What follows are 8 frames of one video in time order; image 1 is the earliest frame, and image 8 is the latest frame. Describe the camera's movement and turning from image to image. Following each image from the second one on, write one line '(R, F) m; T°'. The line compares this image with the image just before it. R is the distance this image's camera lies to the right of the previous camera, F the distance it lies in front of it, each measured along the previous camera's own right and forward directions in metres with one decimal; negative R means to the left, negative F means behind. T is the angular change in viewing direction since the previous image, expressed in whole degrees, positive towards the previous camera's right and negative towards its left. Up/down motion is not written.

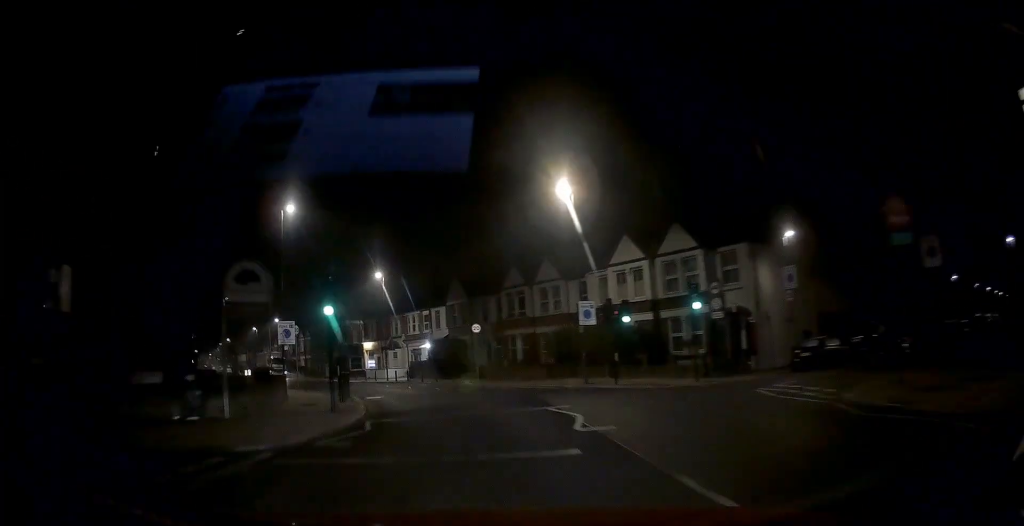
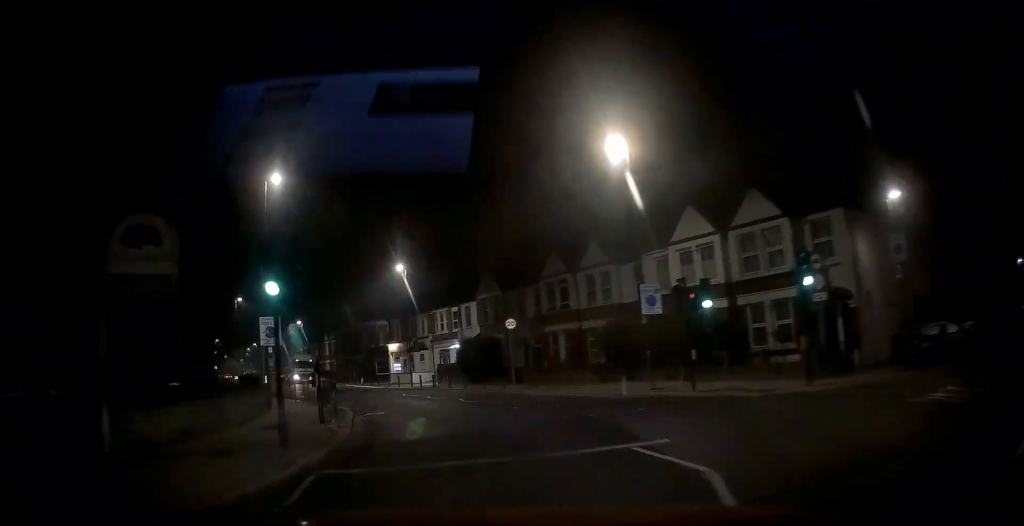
(0.0, +5.5) m; -2°
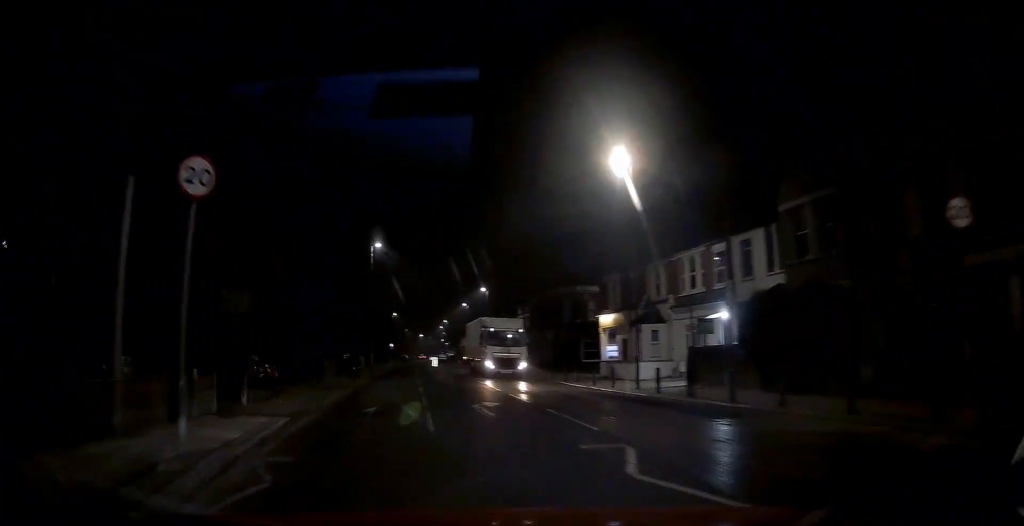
(-2.2, +21.3) m; -15°
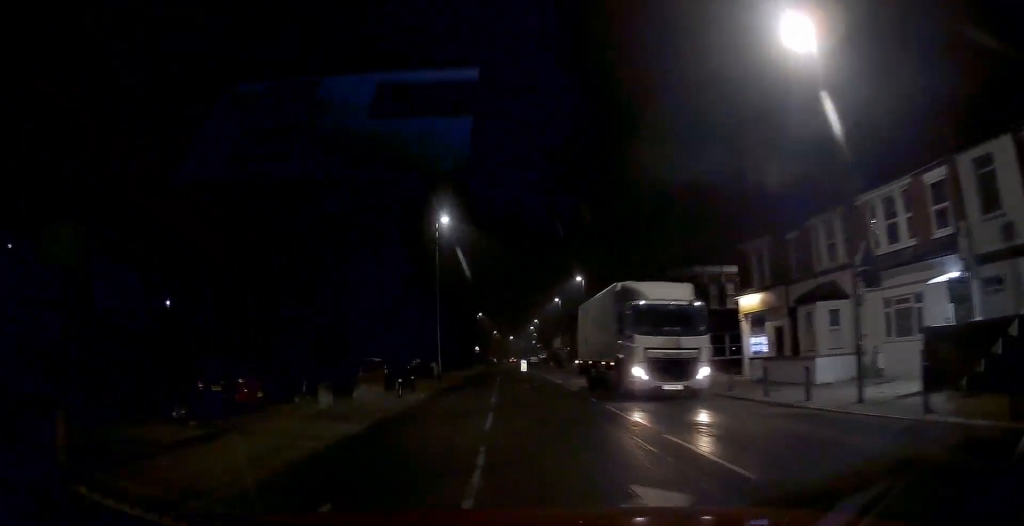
(-0.9, +10.1) m; -9°
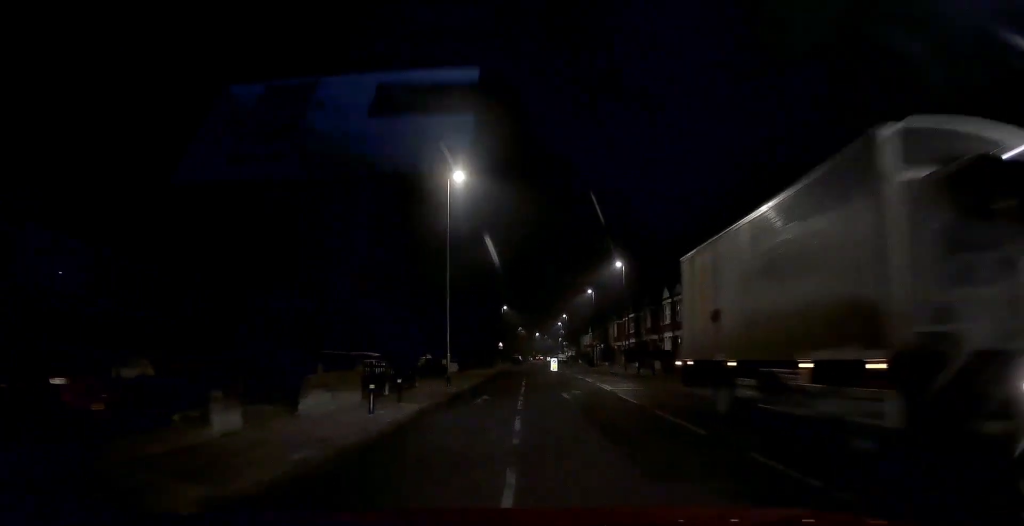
(-0.6, +7.9) m; -6°
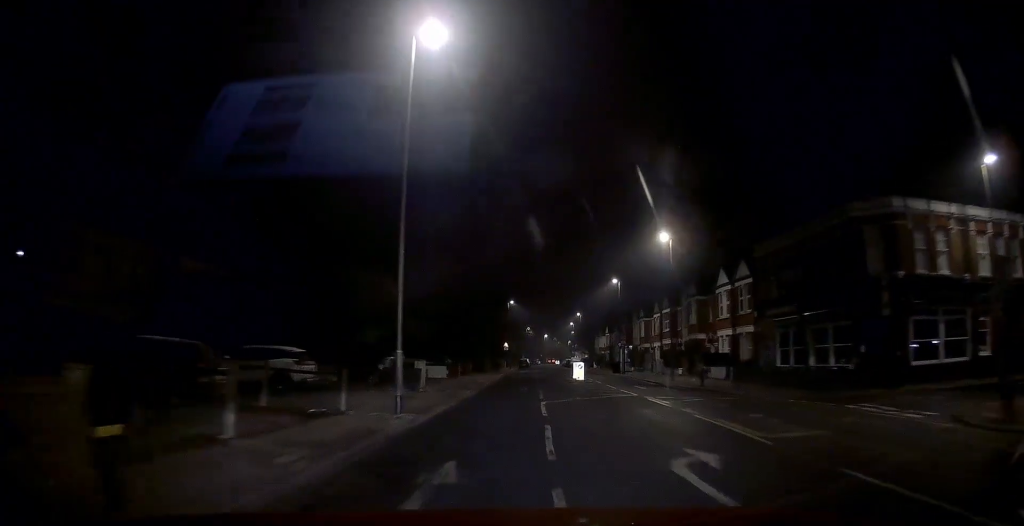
(-1.1, +12.9) m; -8°
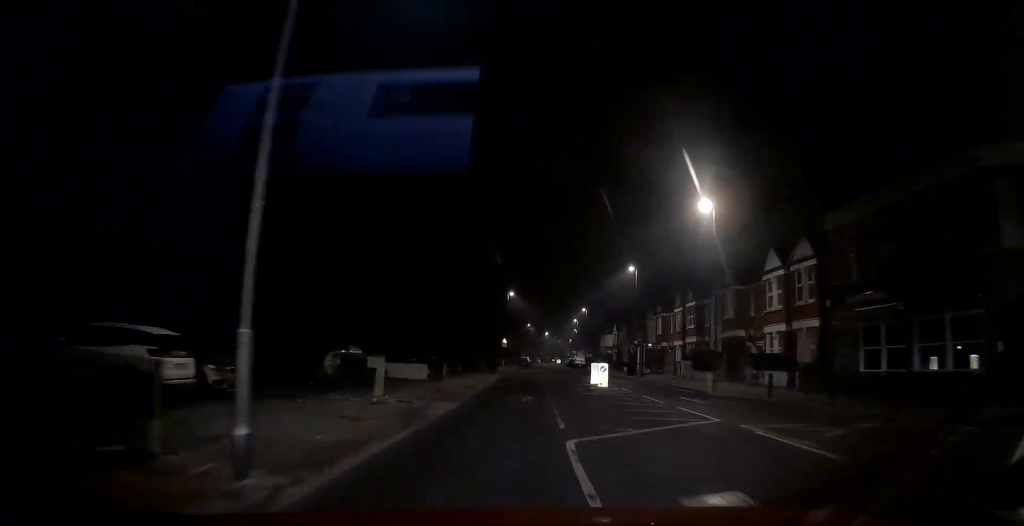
(-0.2, +8.1) m; -1°
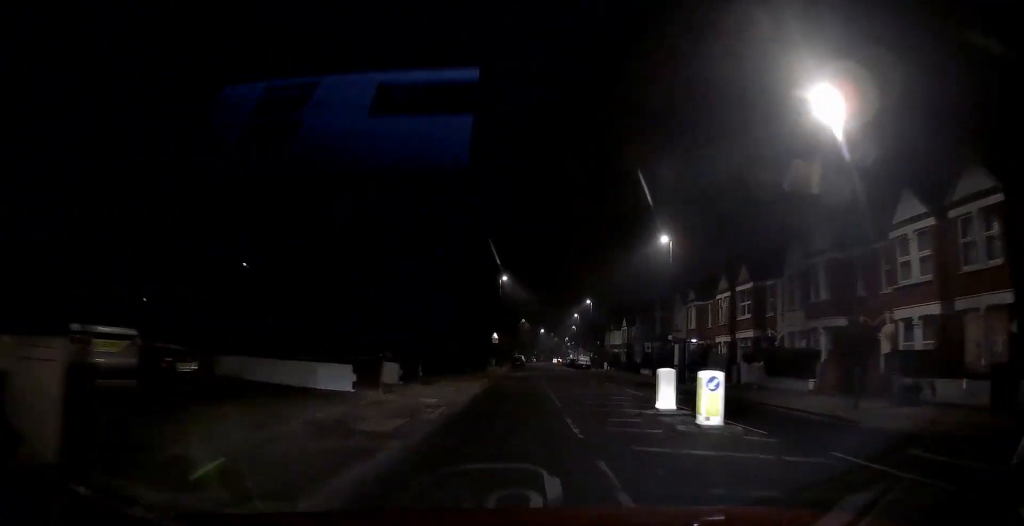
(+0.2, +13.2) m; +2°
